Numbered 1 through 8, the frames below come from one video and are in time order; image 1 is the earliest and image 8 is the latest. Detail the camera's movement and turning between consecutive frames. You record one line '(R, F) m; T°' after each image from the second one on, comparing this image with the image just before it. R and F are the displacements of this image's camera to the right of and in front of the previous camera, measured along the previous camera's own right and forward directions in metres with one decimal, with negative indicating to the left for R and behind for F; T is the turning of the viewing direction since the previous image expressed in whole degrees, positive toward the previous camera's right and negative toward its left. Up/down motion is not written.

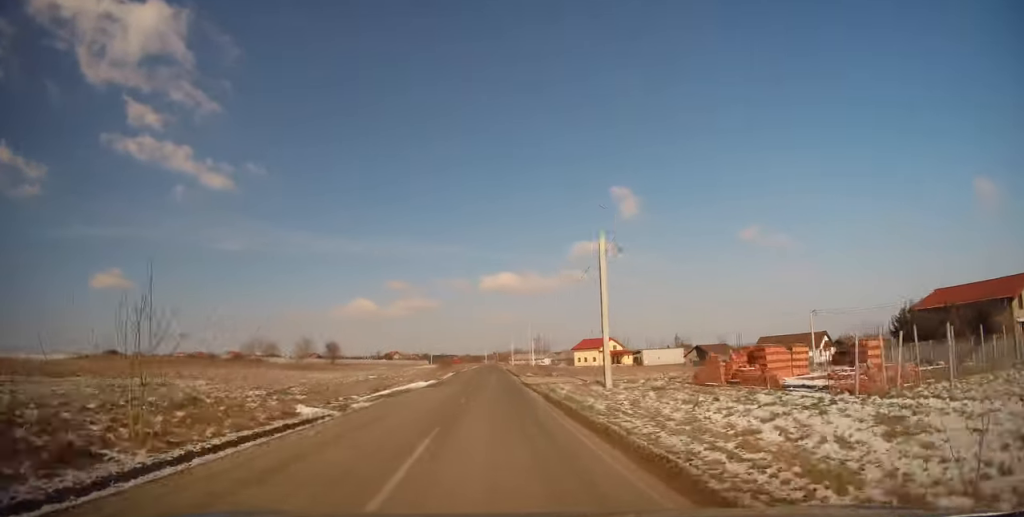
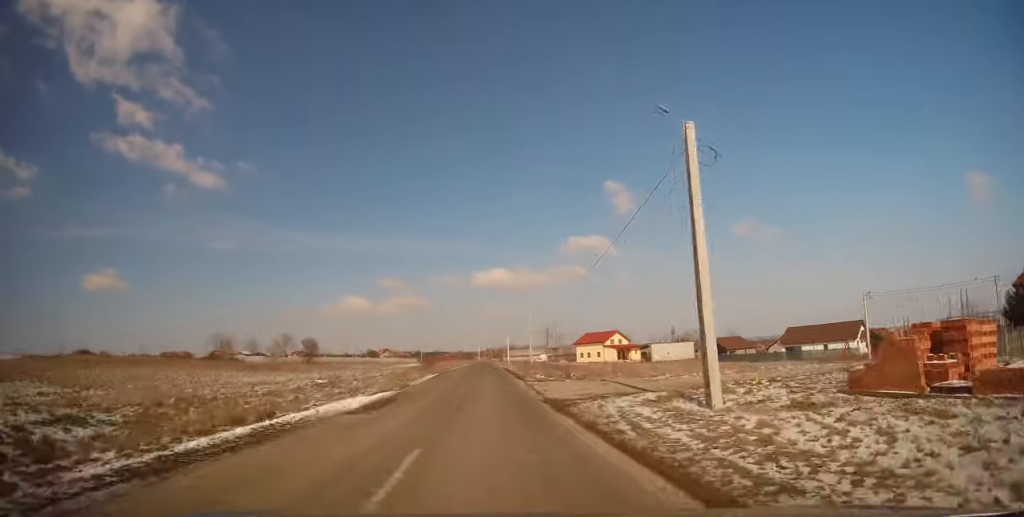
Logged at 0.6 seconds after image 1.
(+0.3, +13.6) m; +1°
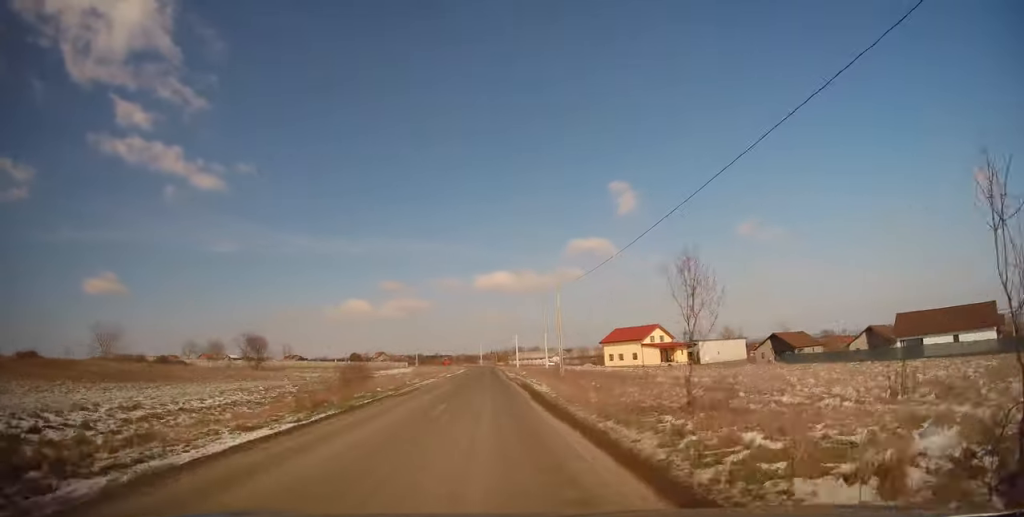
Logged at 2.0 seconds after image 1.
(0.0, +30.1) m; 0°
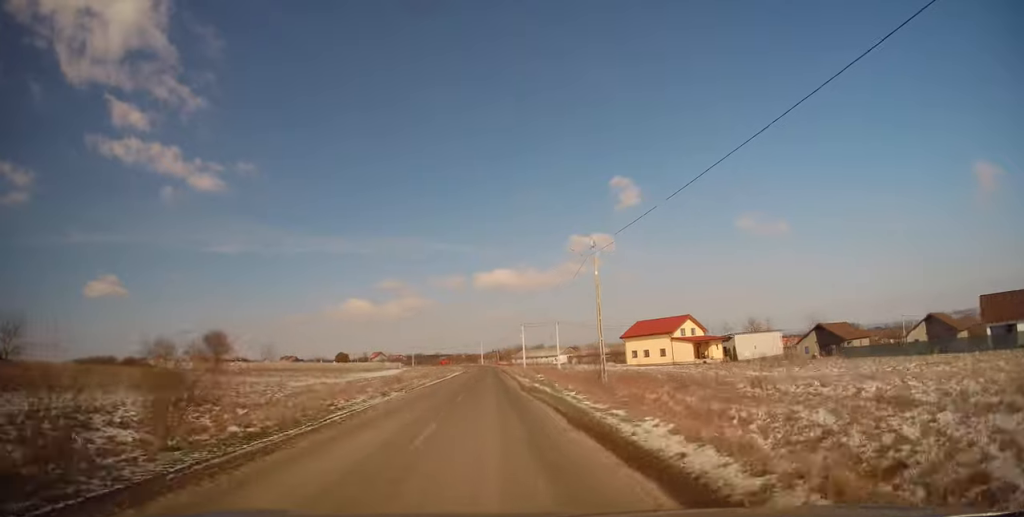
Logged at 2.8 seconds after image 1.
(-0.1, +15.6) m; 0°
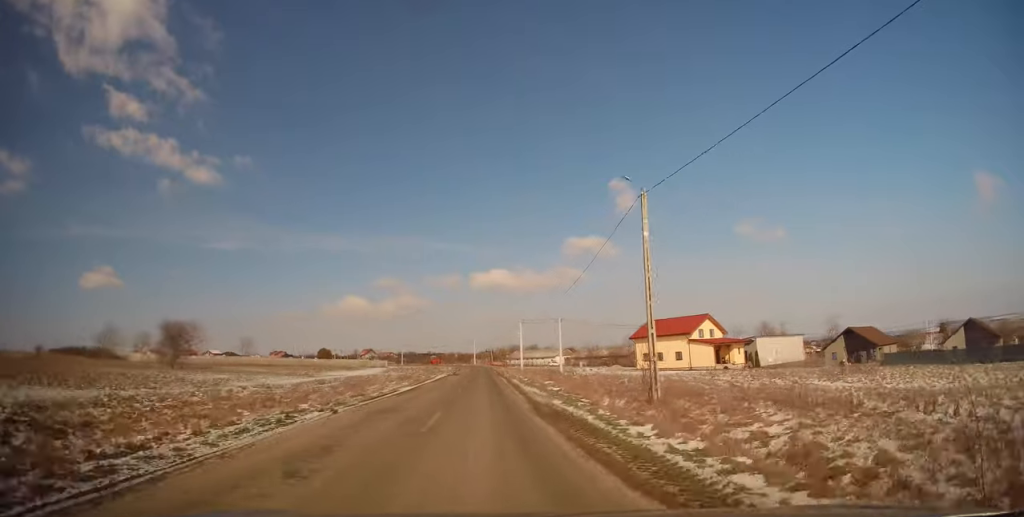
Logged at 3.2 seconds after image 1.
(+0.1, +9.7) m; 0°
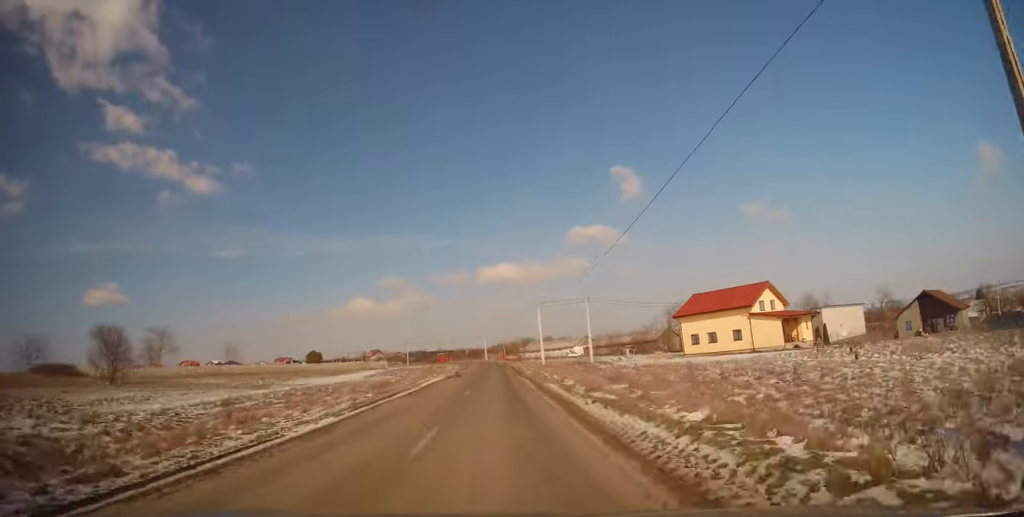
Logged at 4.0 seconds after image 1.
(0.0, +14.9) m; -1°
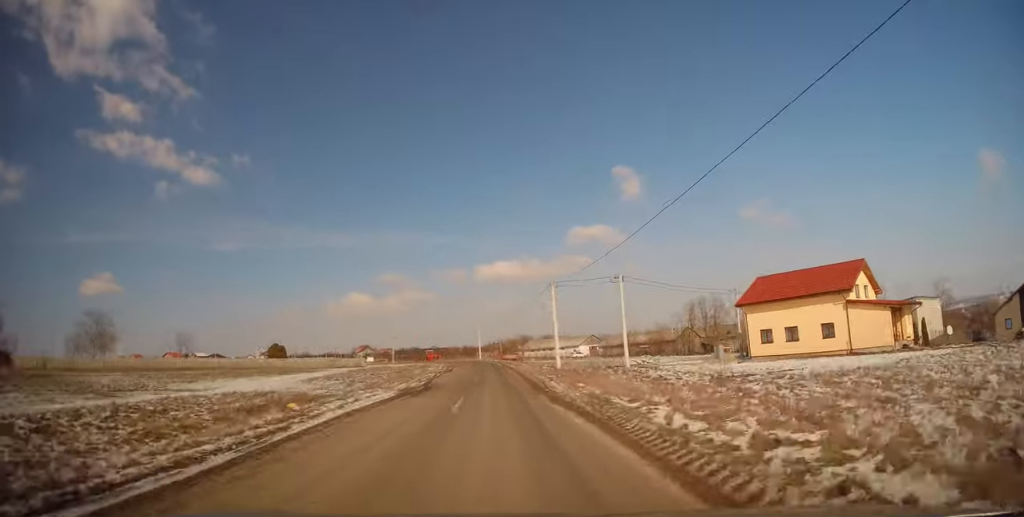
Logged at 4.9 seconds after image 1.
(-0.3, +17.5) m; 0°
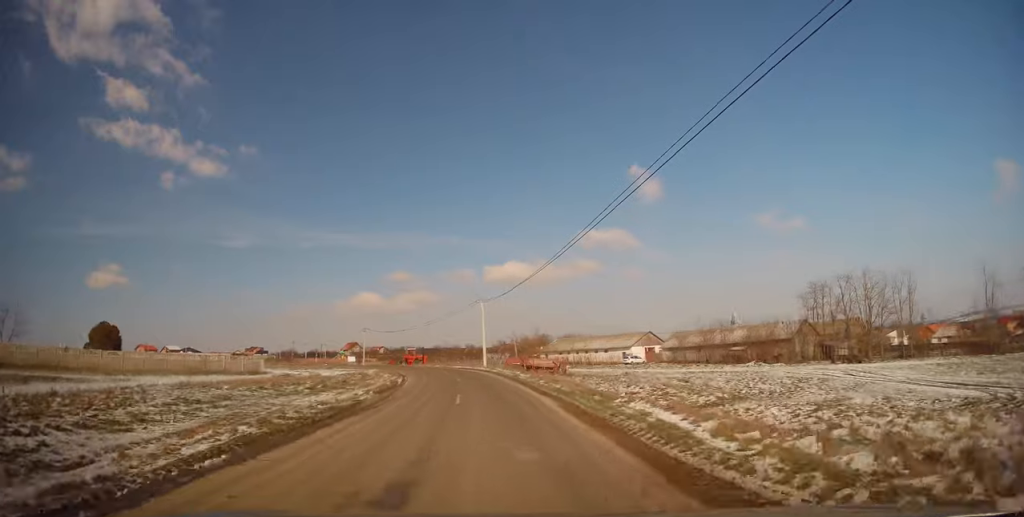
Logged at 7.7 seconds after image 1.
(0.0, +47.1) m; -1°
